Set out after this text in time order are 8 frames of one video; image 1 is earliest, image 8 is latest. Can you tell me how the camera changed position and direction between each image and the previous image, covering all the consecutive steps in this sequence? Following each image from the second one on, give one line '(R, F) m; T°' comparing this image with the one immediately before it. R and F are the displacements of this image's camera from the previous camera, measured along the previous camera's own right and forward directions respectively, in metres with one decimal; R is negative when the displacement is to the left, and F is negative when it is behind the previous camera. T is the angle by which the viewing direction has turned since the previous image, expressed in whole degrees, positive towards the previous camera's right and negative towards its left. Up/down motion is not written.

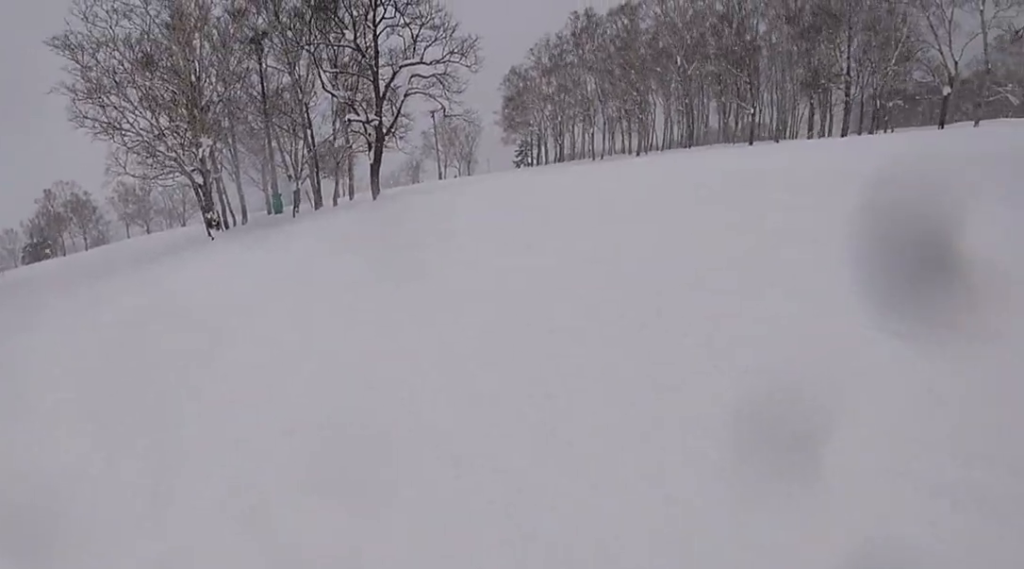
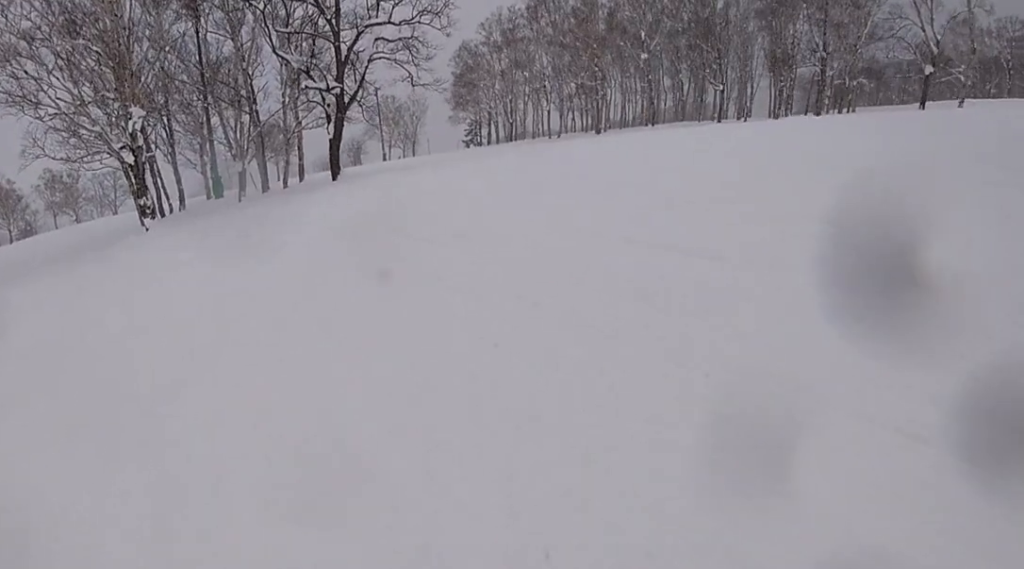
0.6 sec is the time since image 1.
(+0.4, +3.1) m; +9°
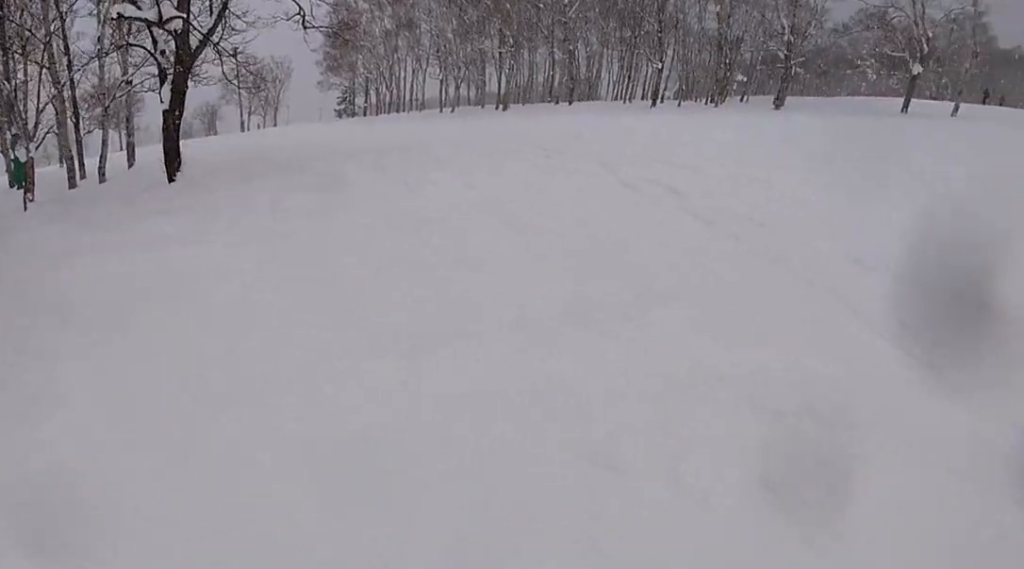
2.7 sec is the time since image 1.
(+2.1, +8.6) m; +27°
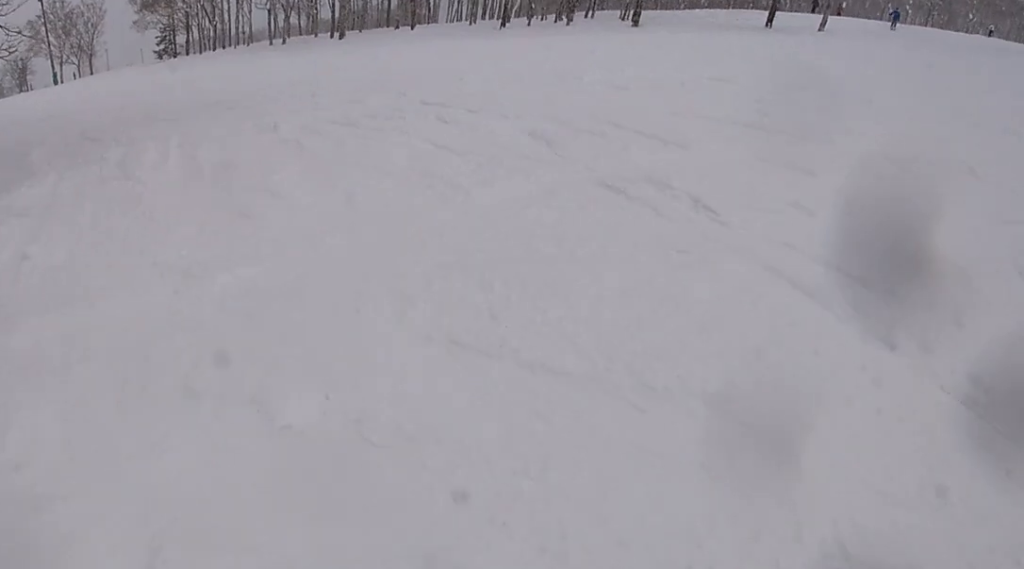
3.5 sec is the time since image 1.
(+0.3, +3.2) m; +8°
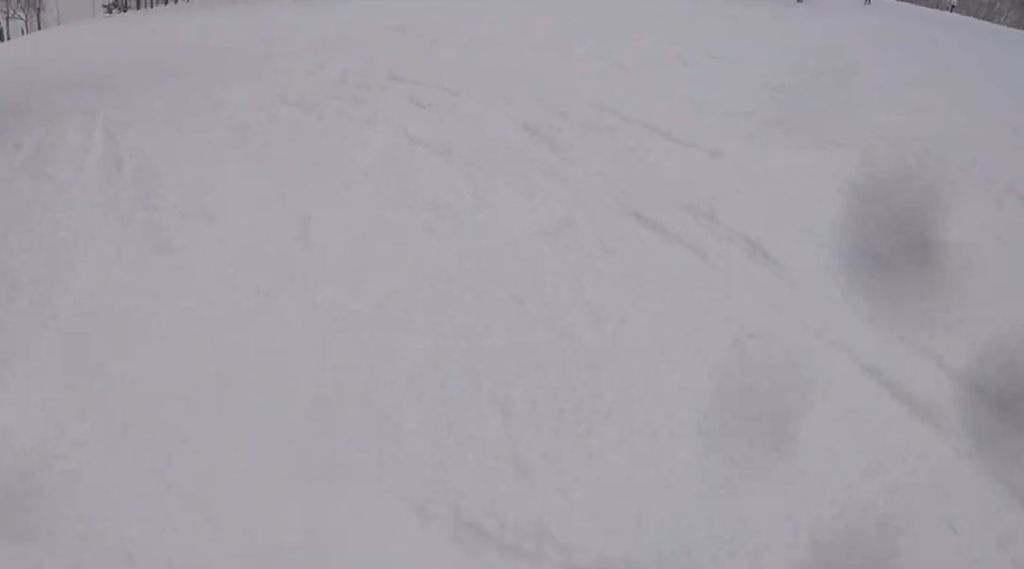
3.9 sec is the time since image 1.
(0.0, +1.3) m; +3°
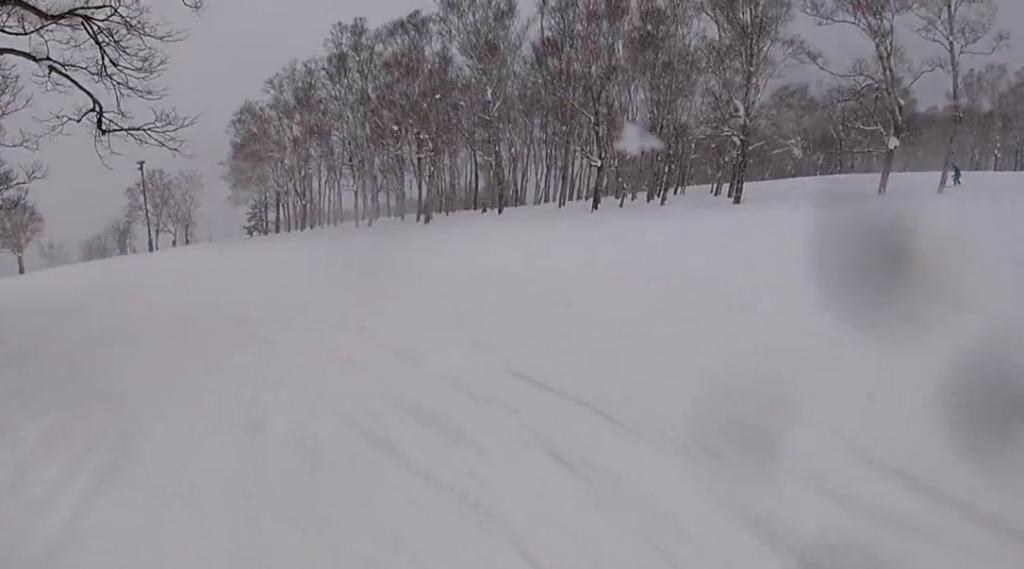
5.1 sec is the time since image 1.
(+0.1, +3.1) m; -3°
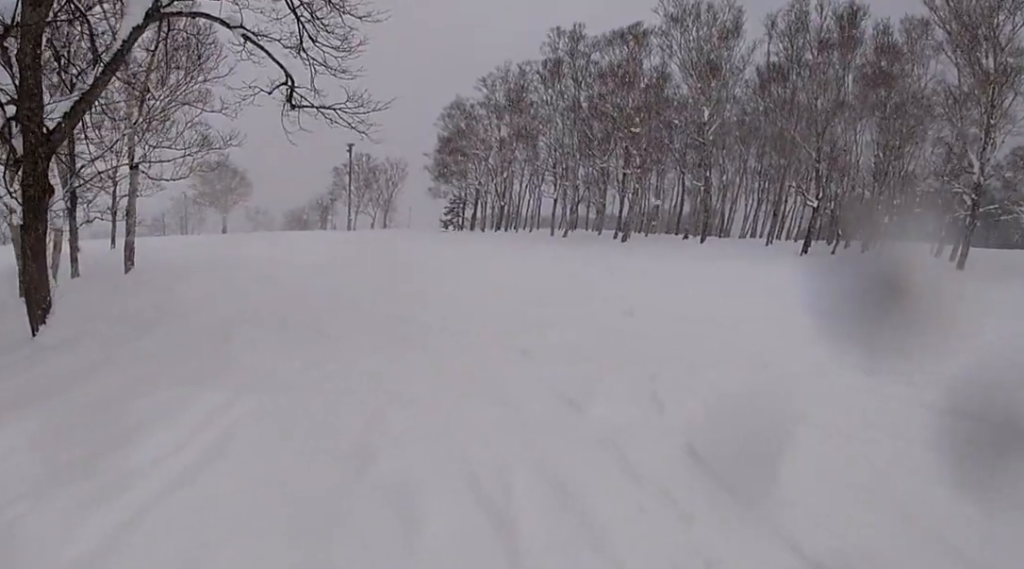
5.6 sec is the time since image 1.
(-0.1, +1.0) m; -5°
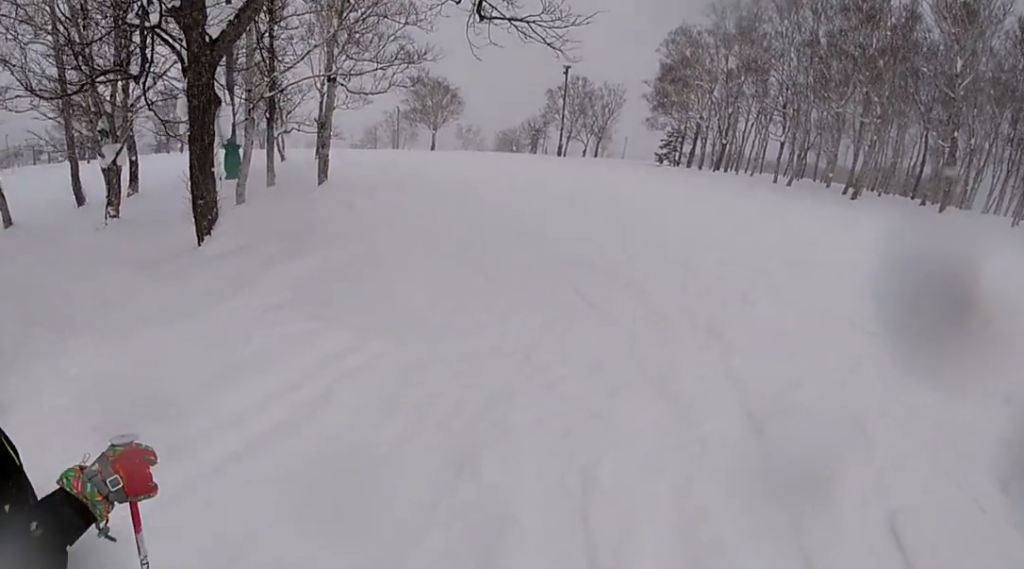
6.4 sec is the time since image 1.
(-0.1, +1.5) m; -8°
